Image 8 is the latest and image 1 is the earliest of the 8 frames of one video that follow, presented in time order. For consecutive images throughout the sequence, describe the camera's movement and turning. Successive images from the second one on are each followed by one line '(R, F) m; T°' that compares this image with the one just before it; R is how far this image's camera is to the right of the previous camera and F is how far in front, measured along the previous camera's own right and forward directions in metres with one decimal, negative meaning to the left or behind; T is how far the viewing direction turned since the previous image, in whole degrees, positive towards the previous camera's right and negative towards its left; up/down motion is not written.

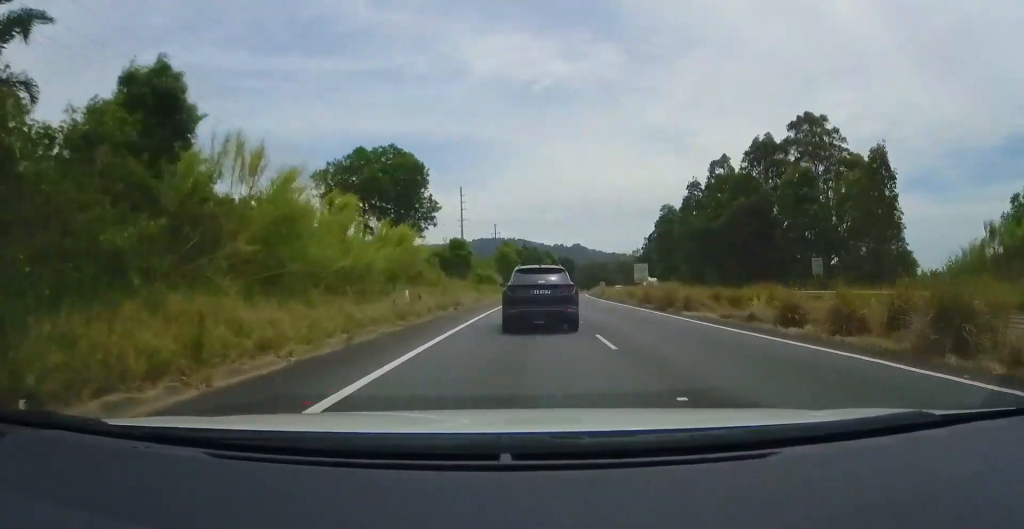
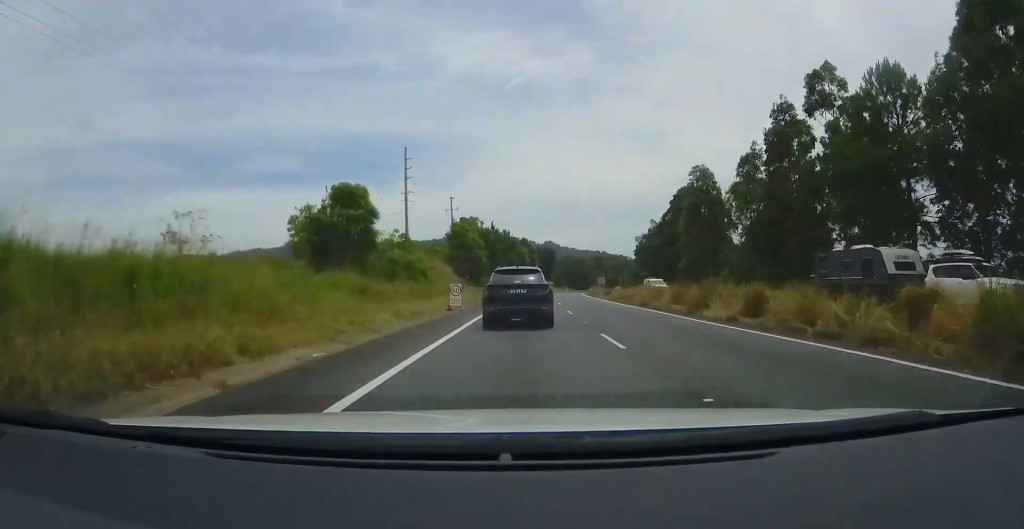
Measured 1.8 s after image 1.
(+0.8, +36.9) m; +2°
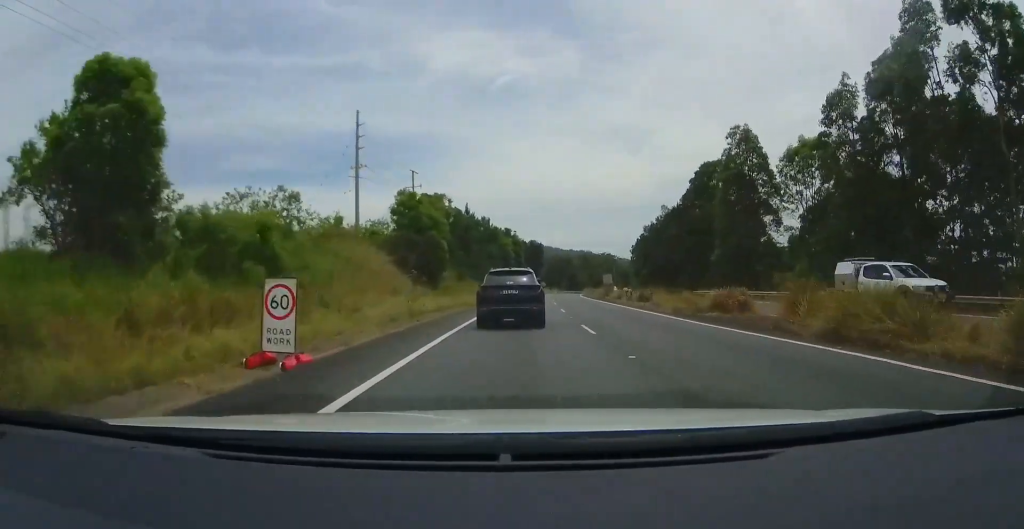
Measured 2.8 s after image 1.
(-0.1, +20.8) m; -1°
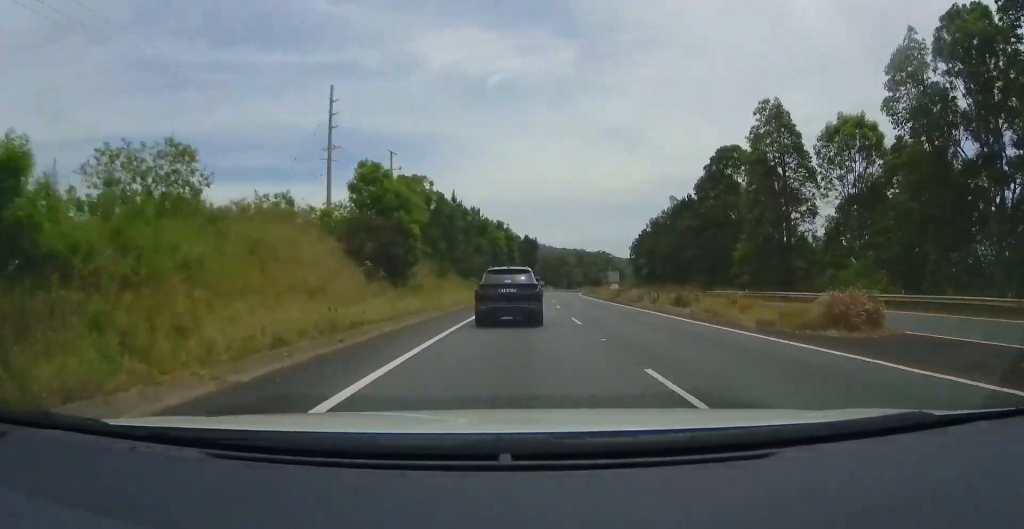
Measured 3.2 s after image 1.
(-0.2, +9.2) m; +1°
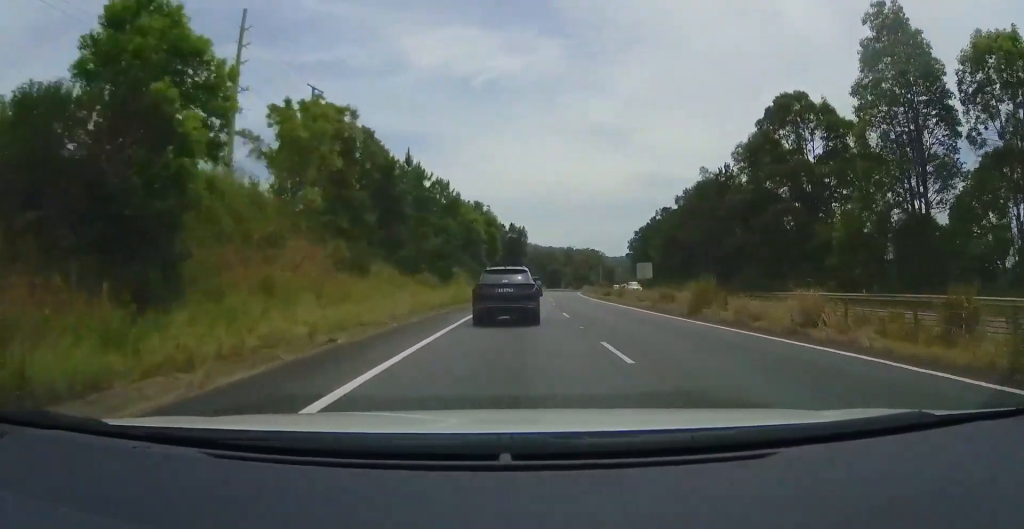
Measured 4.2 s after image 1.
(+0.3, +20.7) m; +2°
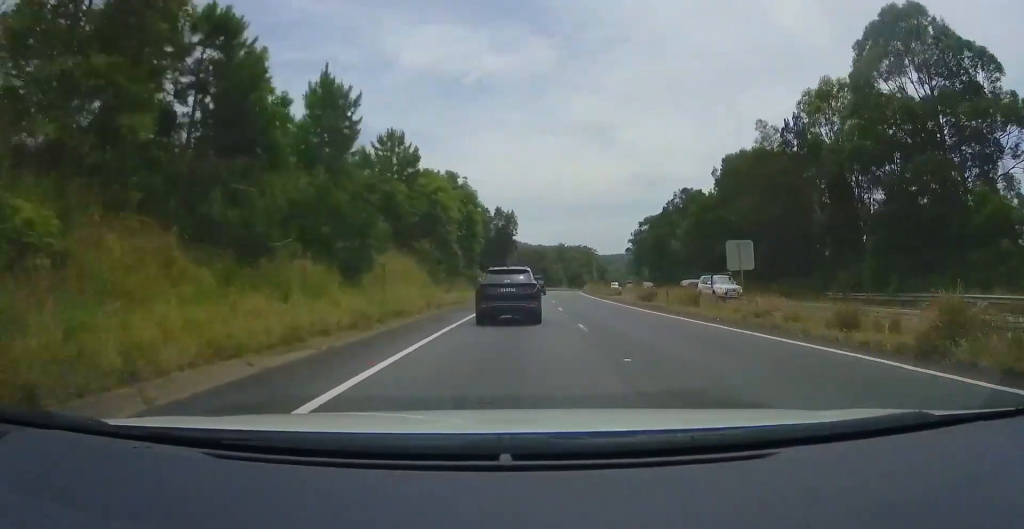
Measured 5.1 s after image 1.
(+0.4, +19.1) m; +2°
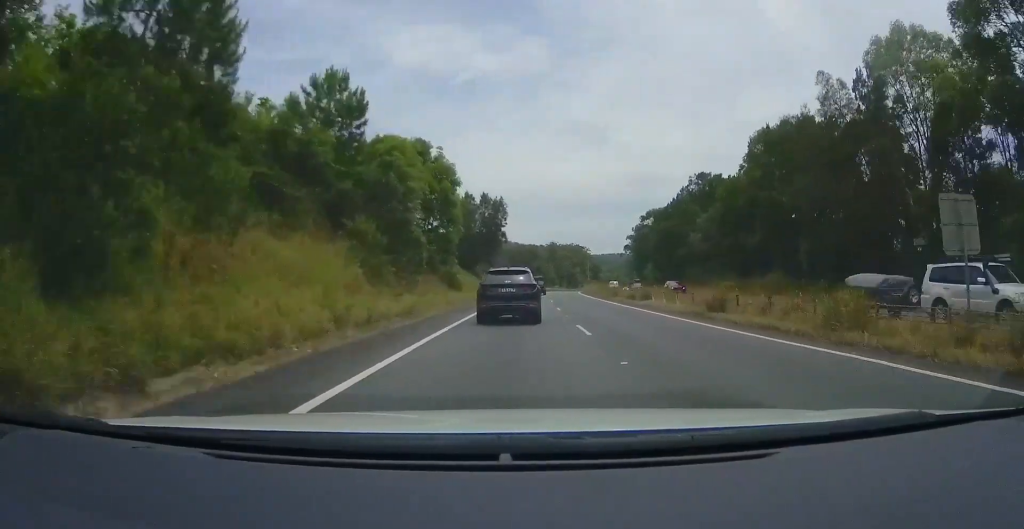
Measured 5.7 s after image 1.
(0.0, +12.4) m; +1°
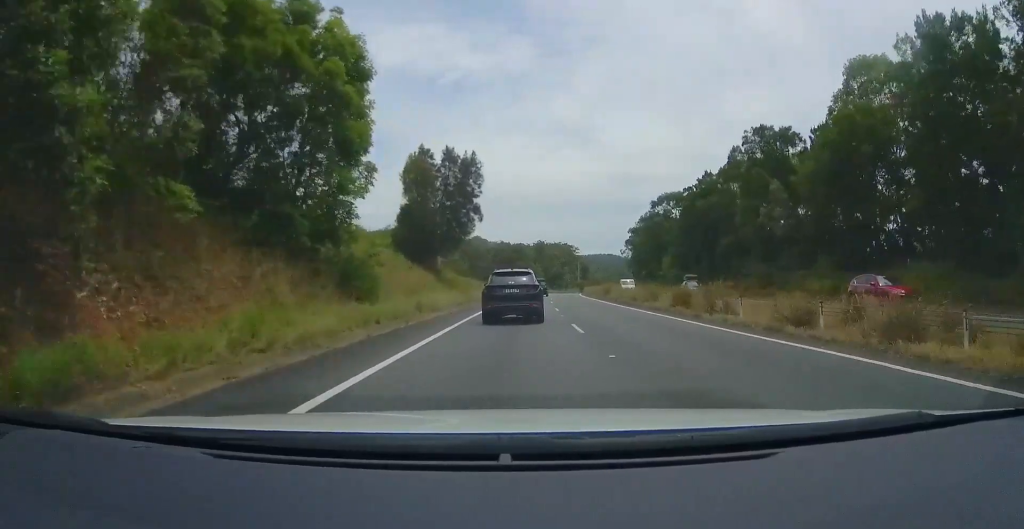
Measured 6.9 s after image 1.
(+0.3, +23.7) m; 0°
